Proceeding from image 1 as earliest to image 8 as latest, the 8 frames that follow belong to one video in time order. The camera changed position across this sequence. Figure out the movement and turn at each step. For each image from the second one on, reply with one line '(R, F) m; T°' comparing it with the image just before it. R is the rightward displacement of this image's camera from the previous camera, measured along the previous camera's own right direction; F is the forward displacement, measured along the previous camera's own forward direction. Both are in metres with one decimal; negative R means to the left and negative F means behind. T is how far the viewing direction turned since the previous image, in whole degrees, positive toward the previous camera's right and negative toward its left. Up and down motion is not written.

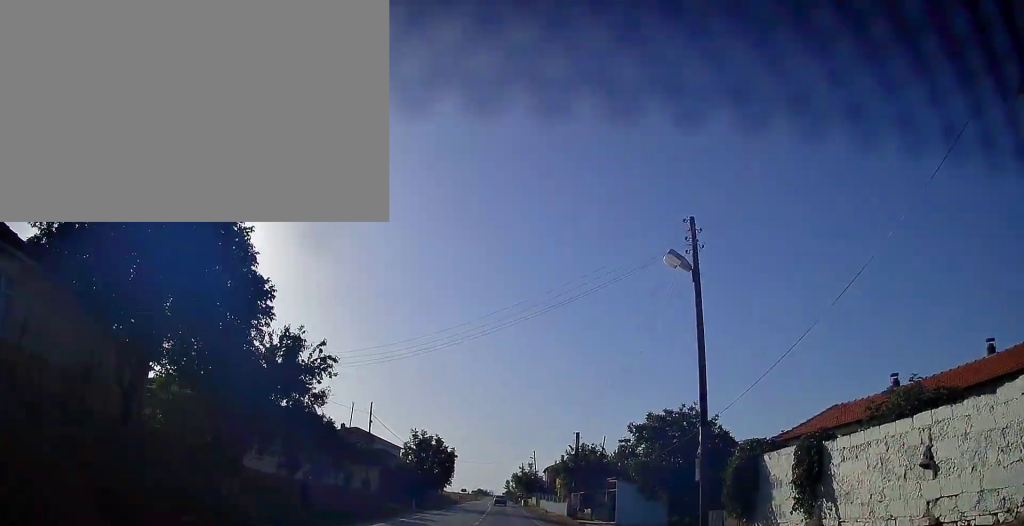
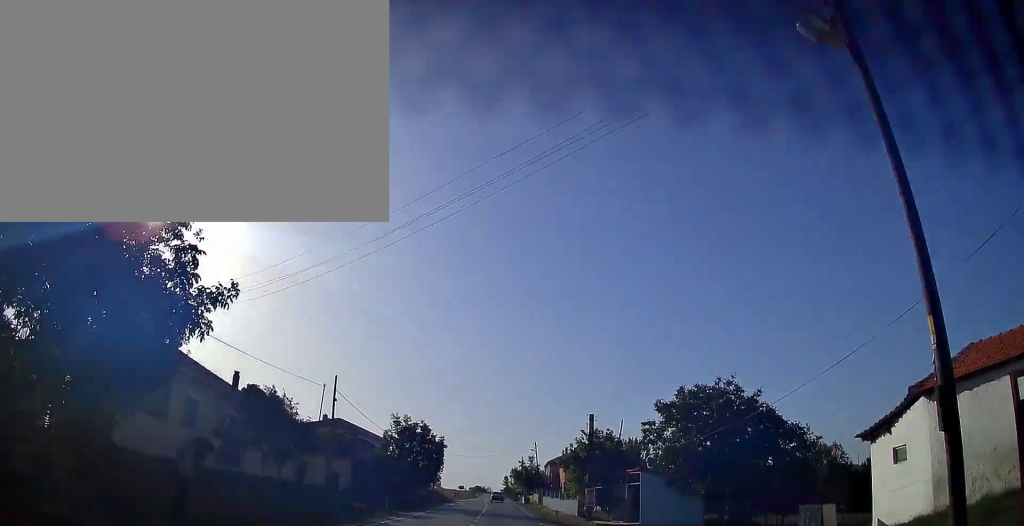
(-0.1, +8.5) m; 0°
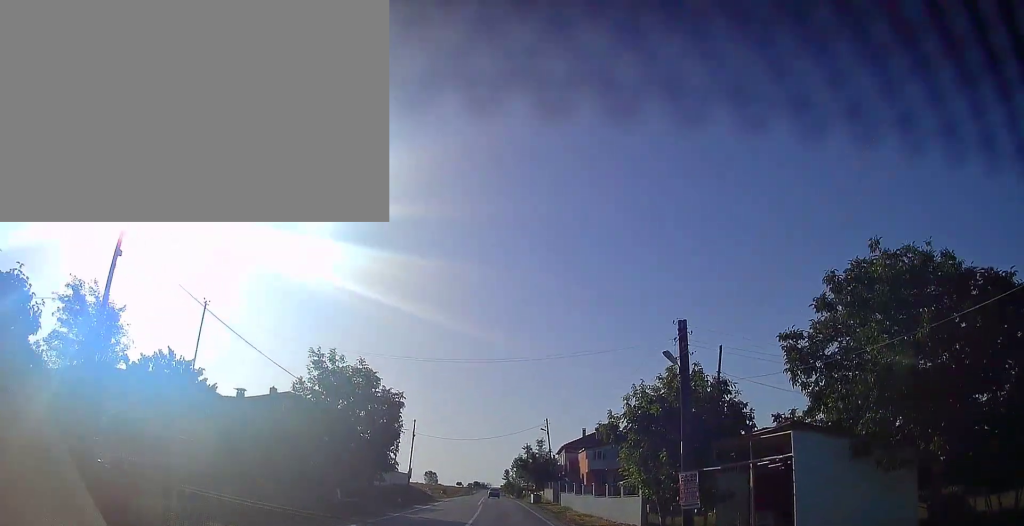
(+0.1, +20.3) m; +1°
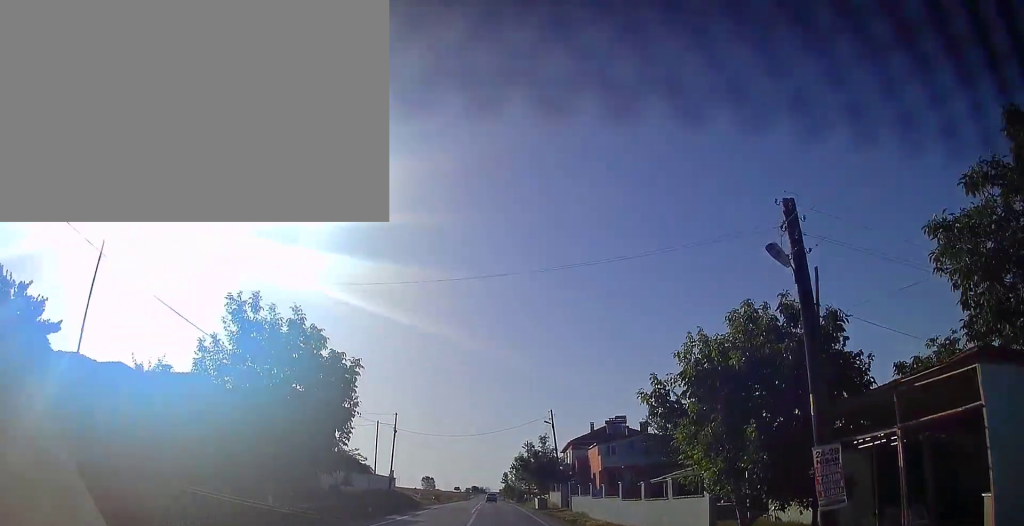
(0.0, +8.4) m; 0°
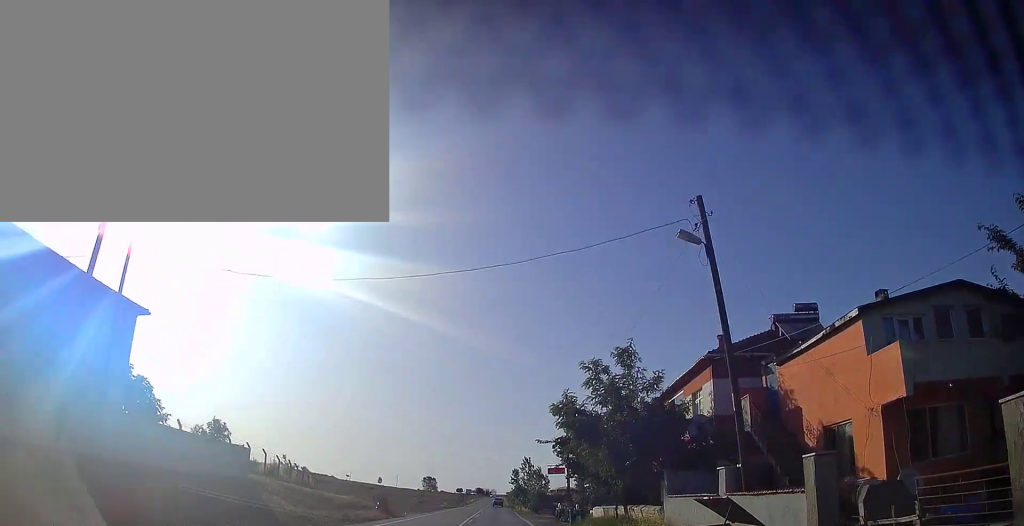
(-0.5, +36.8) m; -2°
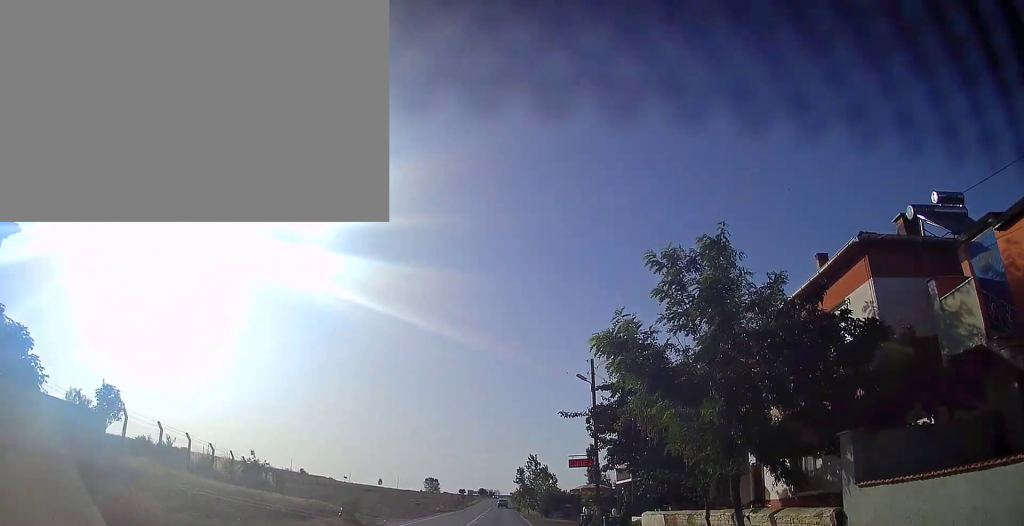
(-0.1, +9.6) m; 0°
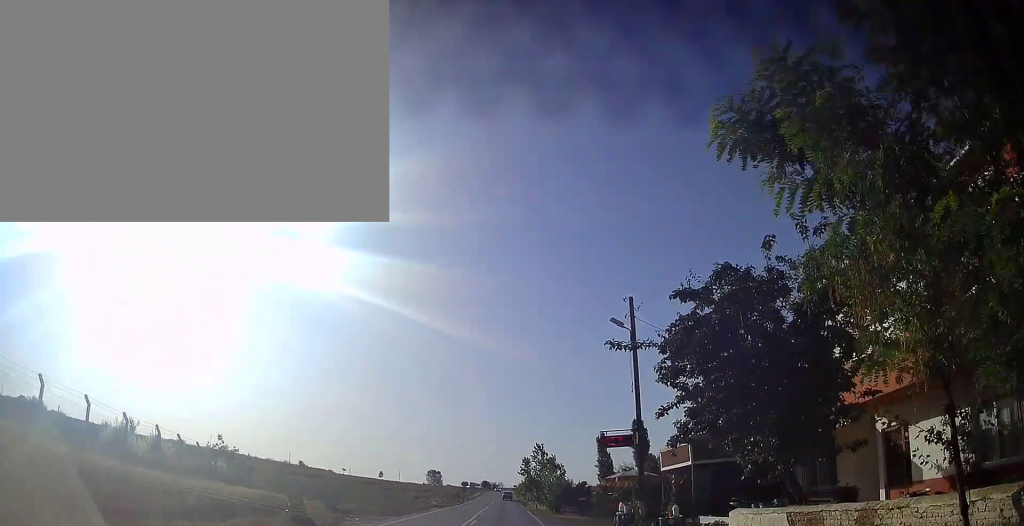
(+0.1, +7.7) m; 0°
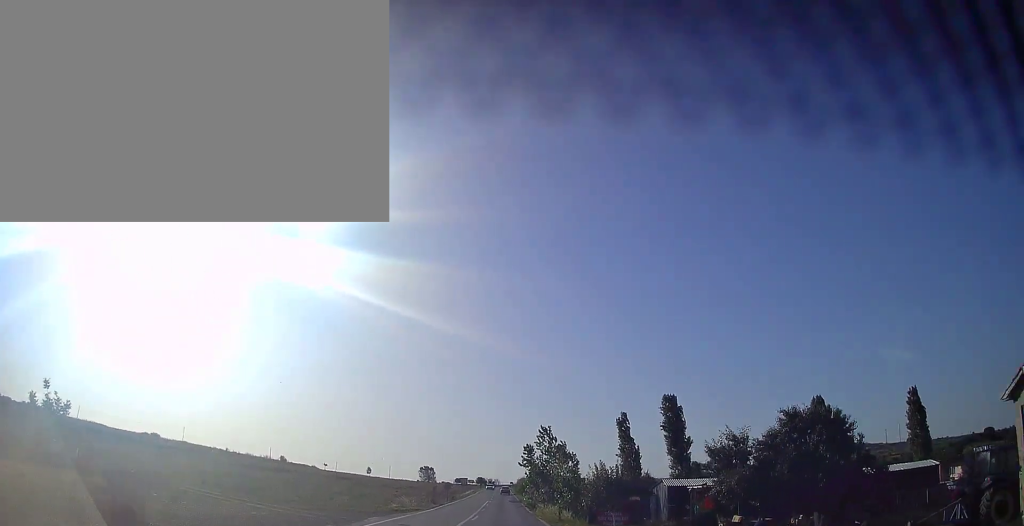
(0.0, +20.6) m; 0°
